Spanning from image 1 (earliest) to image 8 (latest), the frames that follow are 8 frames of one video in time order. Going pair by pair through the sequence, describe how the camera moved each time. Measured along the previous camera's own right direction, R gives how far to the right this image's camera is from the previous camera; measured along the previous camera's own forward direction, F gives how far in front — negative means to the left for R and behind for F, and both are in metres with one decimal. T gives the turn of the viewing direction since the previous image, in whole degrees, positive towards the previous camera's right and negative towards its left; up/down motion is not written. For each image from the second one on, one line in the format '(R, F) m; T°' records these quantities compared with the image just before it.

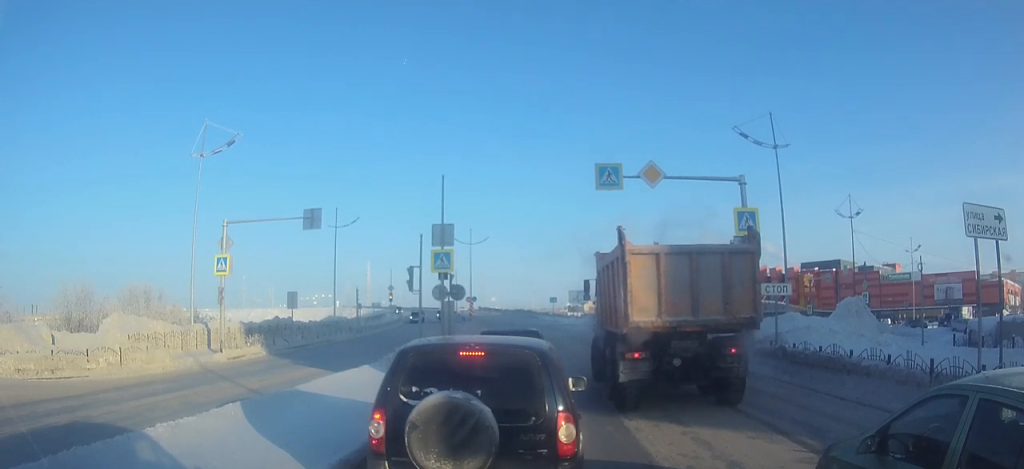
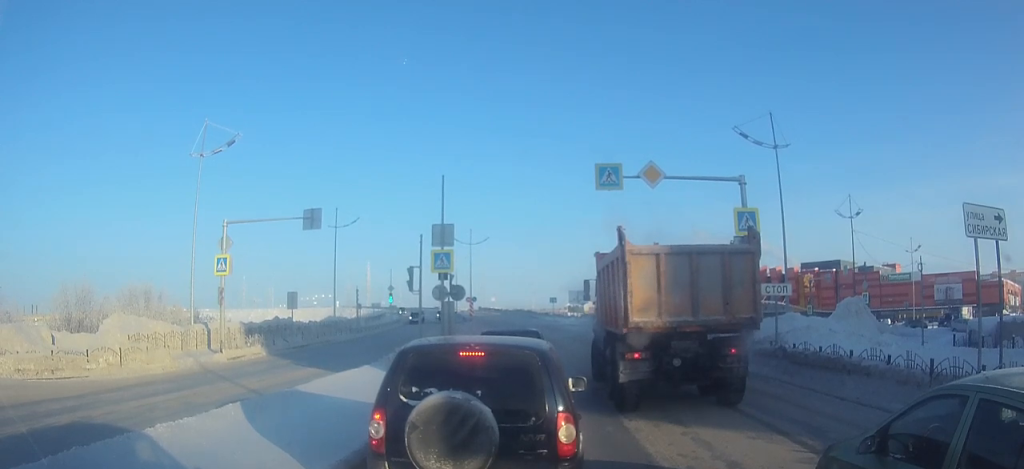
(0.0, 0.0) m; 0°
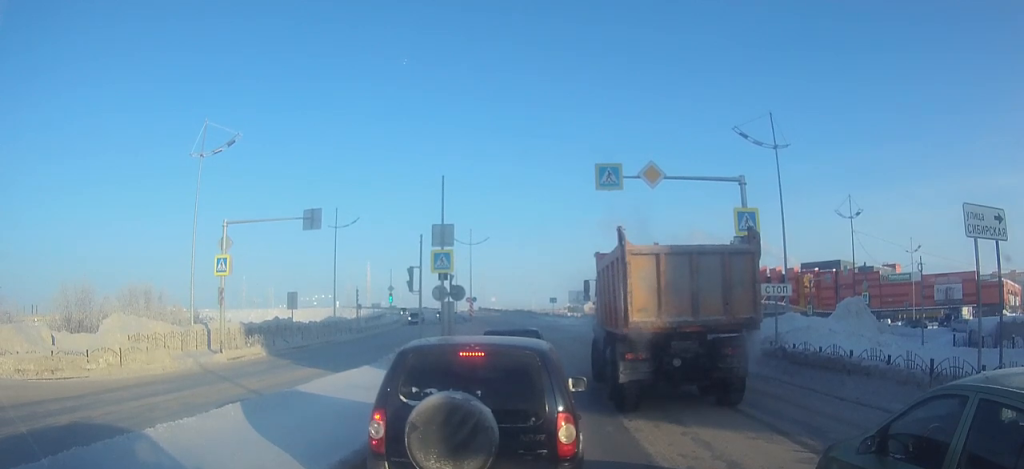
(0.0, 0.0) m; 0°
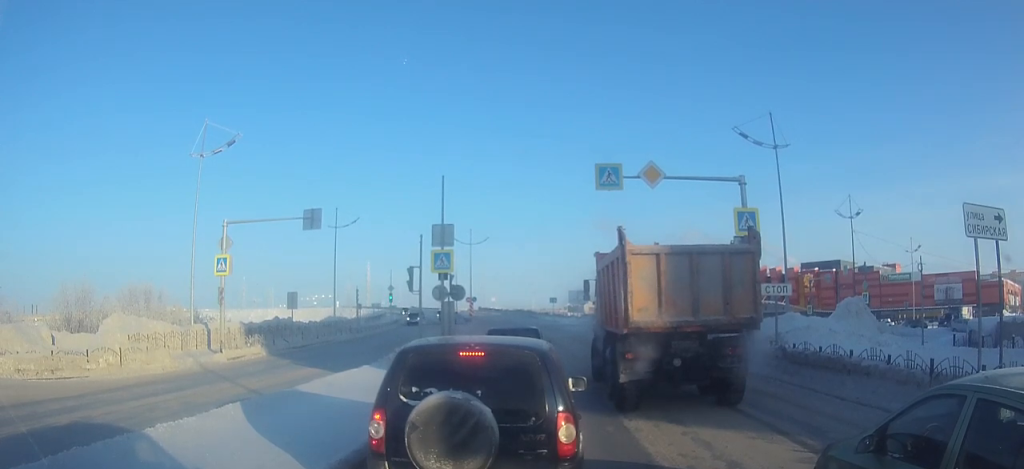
(+0.1, +0.1) m; 0°
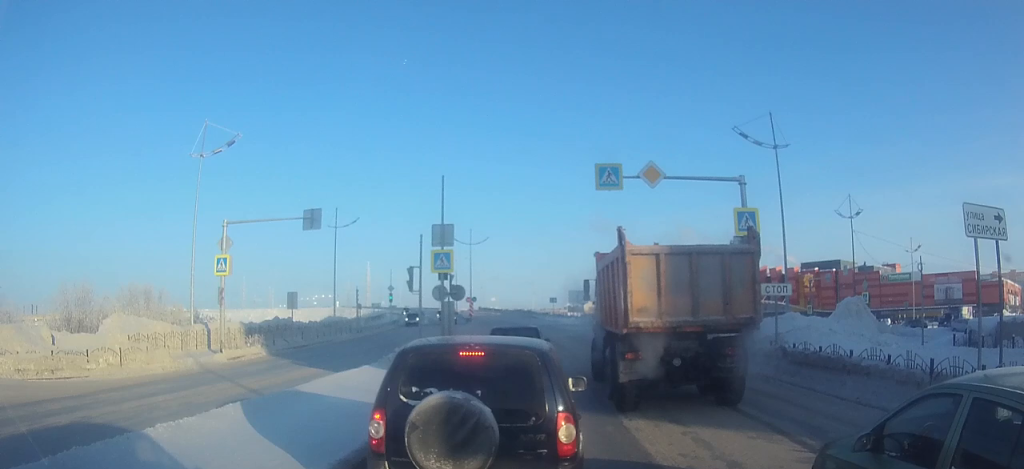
(+0.1, +0.1) m; 0°
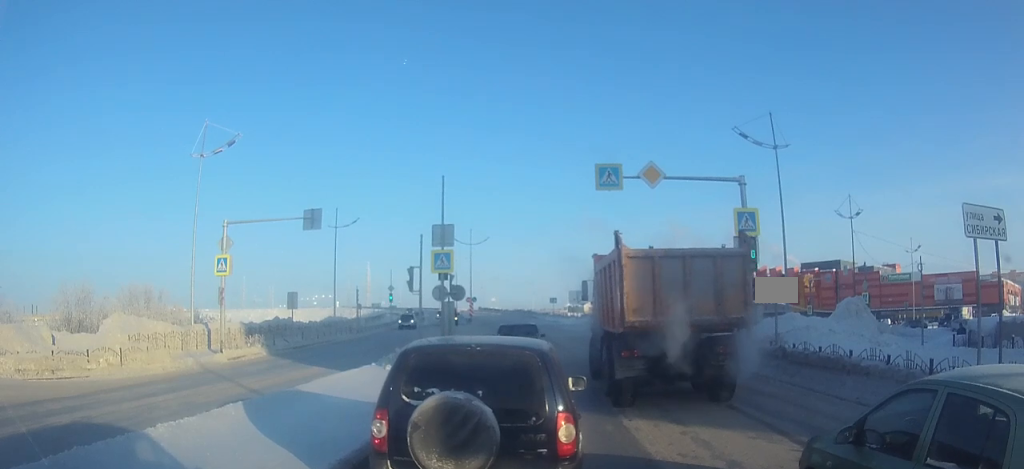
(-0.1, +0.8) m; 0°
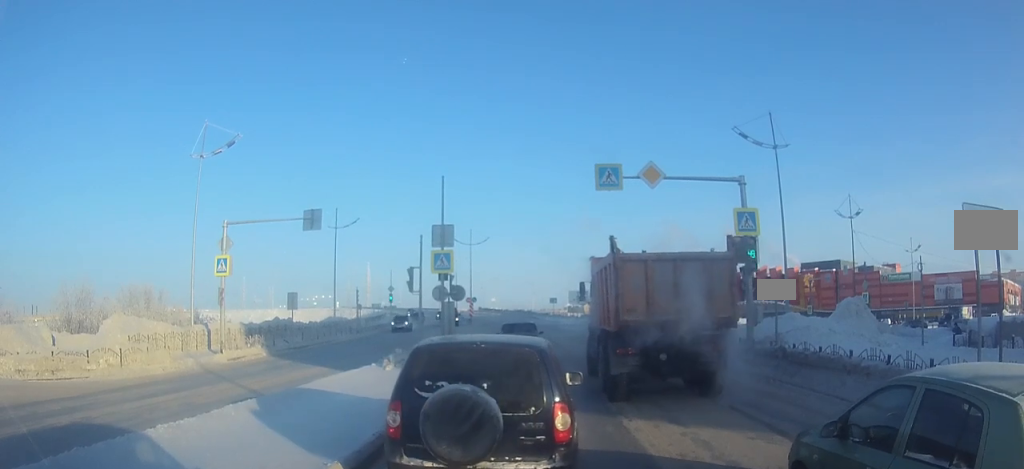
(0.0, +0.9) m; +1°
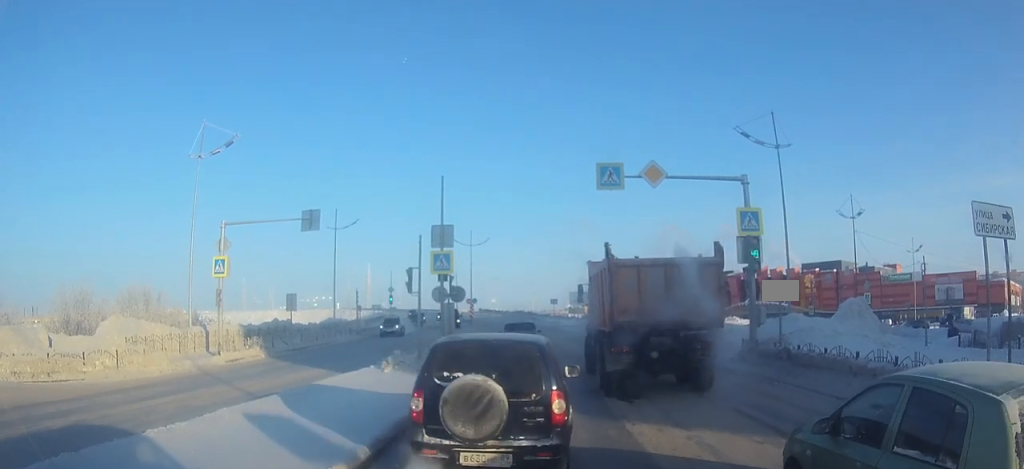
(0.0, +1.2) m; 0°
